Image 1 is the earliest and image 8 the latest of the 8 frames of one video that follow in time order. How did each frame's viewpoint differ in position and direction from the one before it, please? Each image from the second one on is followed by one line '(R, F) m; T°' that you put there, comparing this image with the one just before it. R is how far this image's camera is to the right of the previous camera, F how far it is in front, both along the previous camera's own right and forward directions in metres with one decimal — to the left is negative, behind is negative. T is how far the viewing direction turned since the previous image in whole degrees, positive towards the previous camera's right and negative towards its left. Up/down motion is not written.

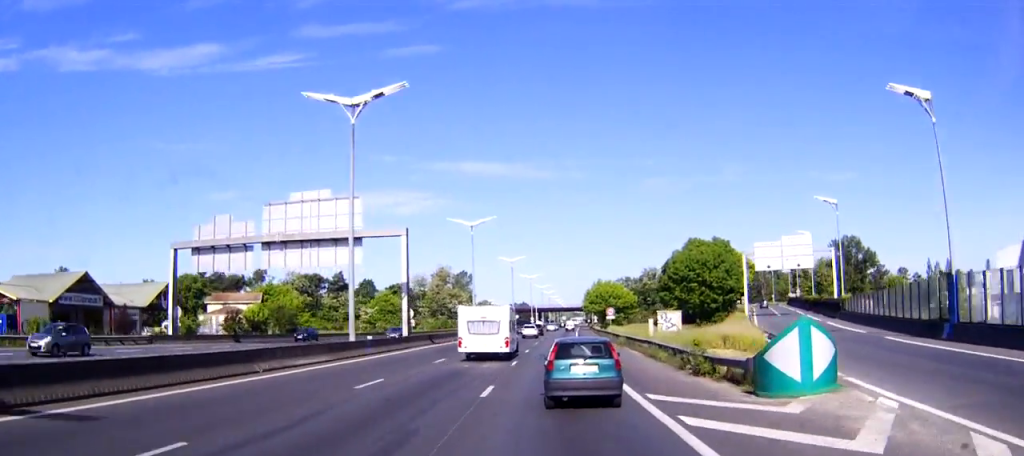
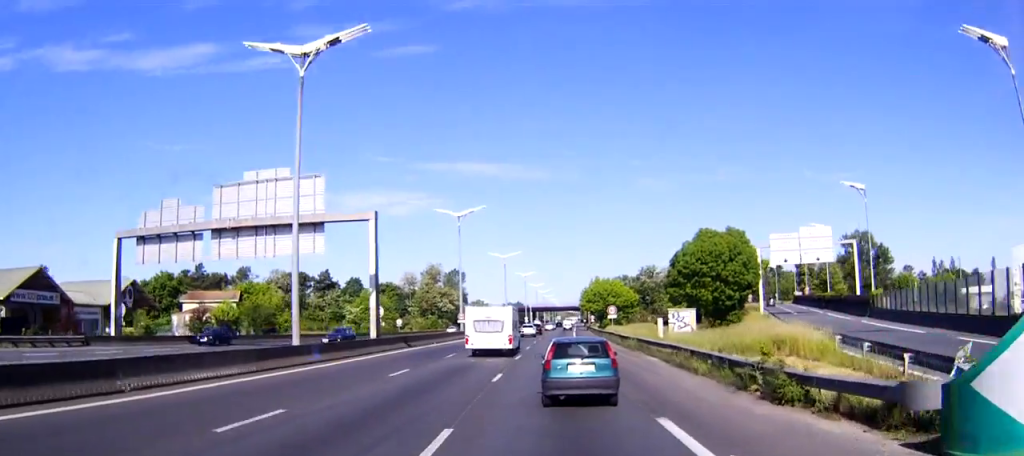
(+0.2, +8.5) m; +1°
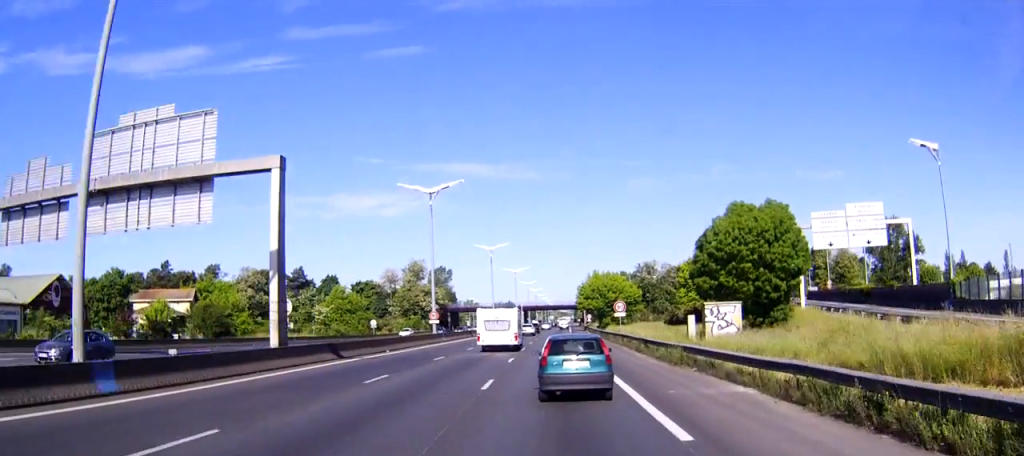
(+0.2, +15.8) m; +1°
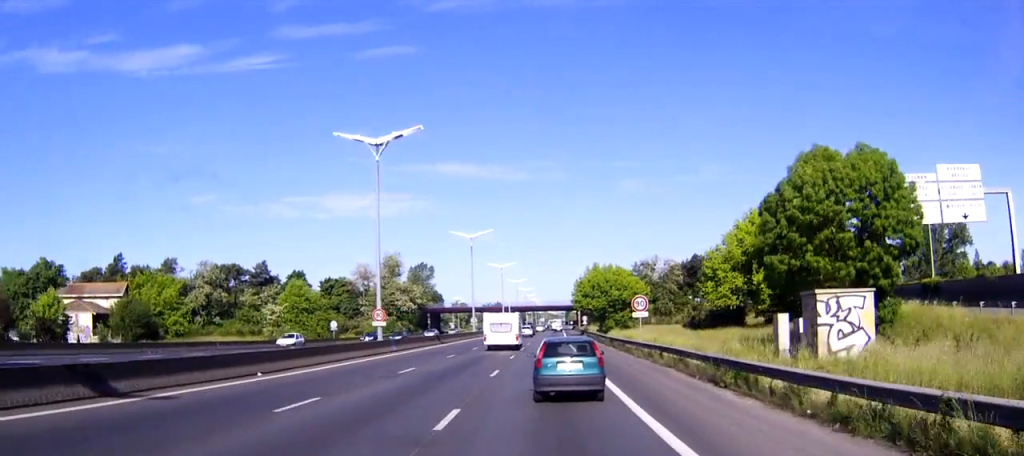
(+0.1, +19.4) m; 0°
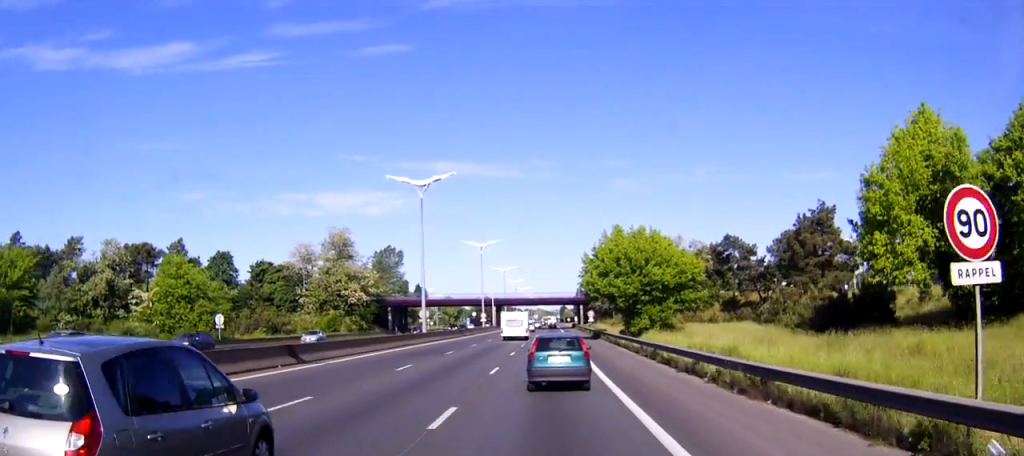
(+0.1, +38.8) m; 0°
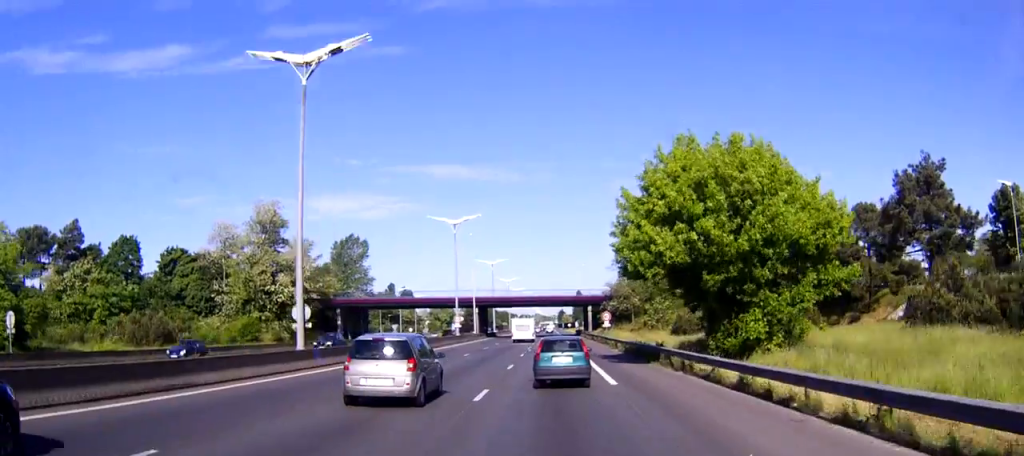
(+0.2, +33.4) m; +1°
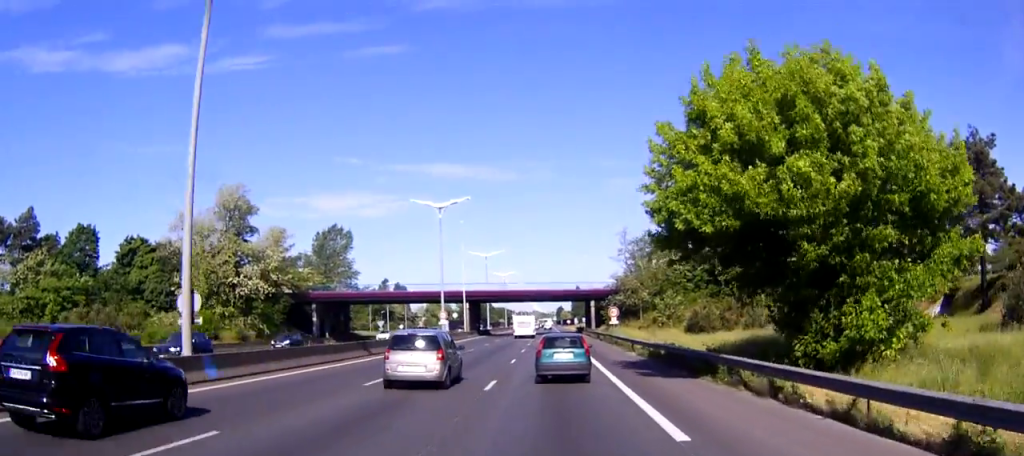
(0.0, +11.0) m; 0°
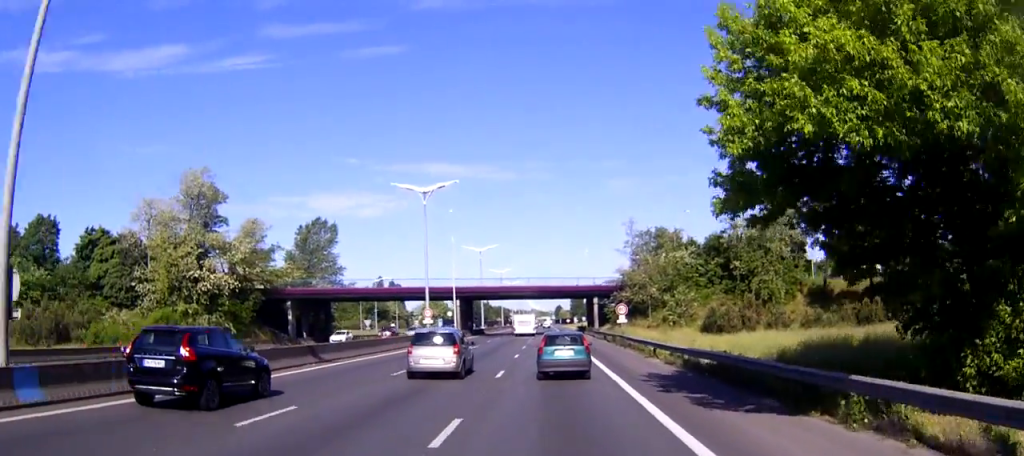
(0.0, +9.1) m; 0°
